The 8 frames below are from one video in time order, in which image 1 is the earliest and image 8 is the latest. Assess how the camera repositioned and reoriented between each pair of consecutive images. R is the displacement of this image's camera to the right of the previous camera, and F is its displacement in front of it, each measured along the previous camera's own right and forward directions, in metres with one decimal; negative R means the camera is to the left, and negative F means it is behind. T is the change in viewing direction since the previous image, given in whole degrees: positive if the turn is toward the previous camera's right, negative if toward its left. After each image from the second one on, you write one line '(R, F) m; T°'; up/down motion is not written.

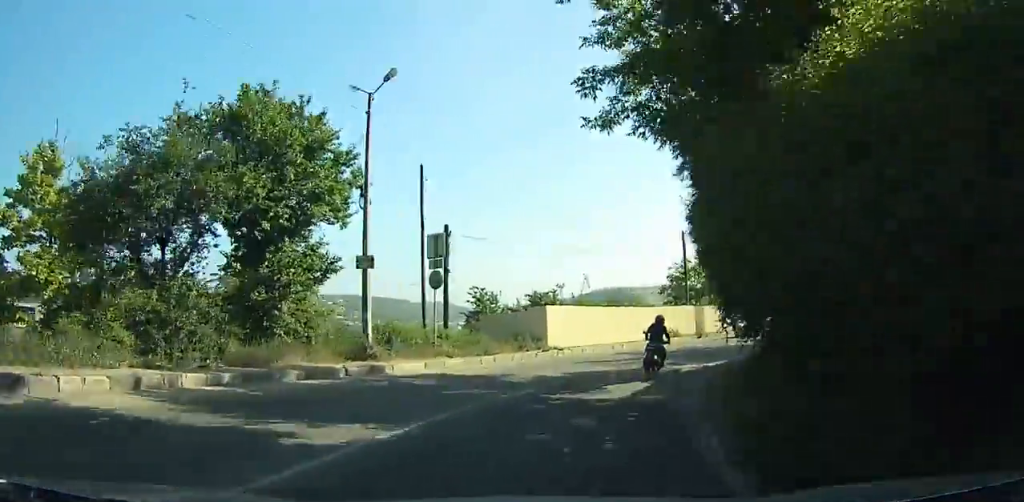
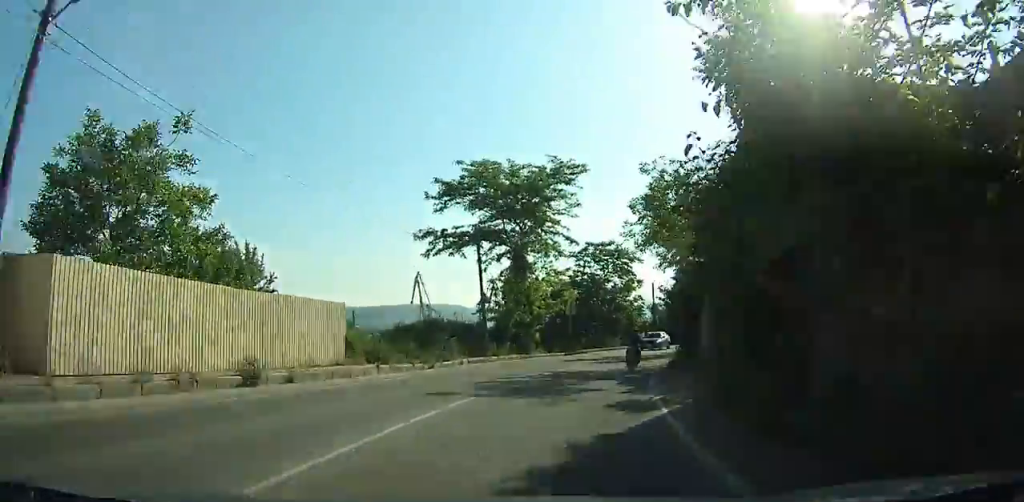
(+7.9, +24.6) m; +26°
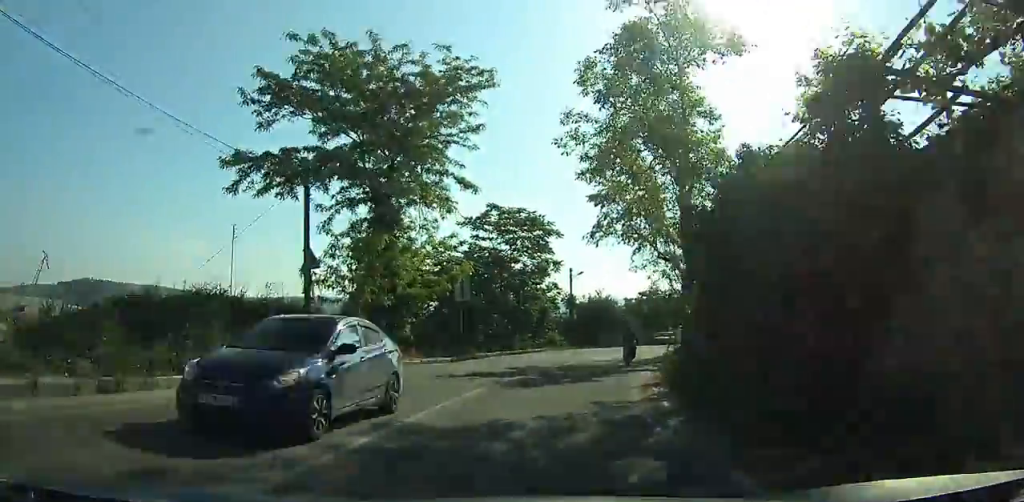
(-1.0, +13.2) m; +10°
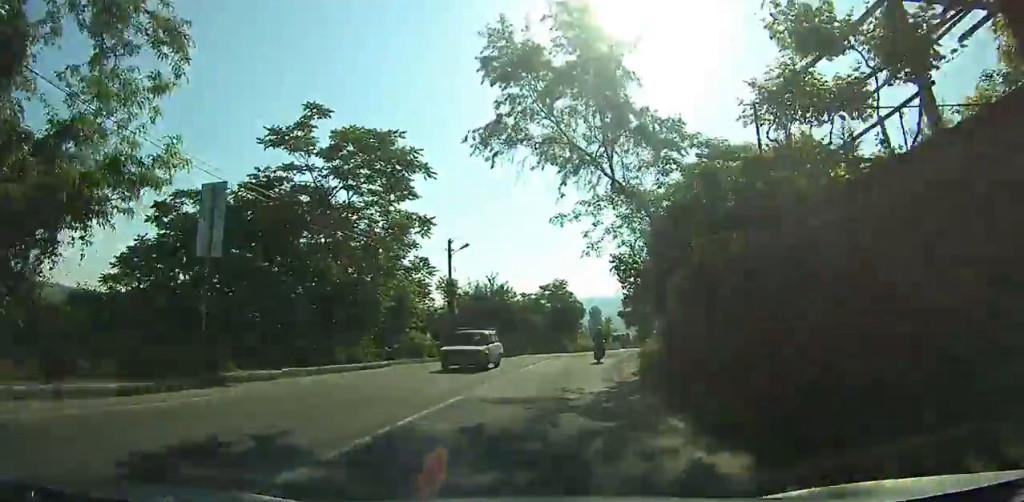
(+3.4, +16.4) m; +11°
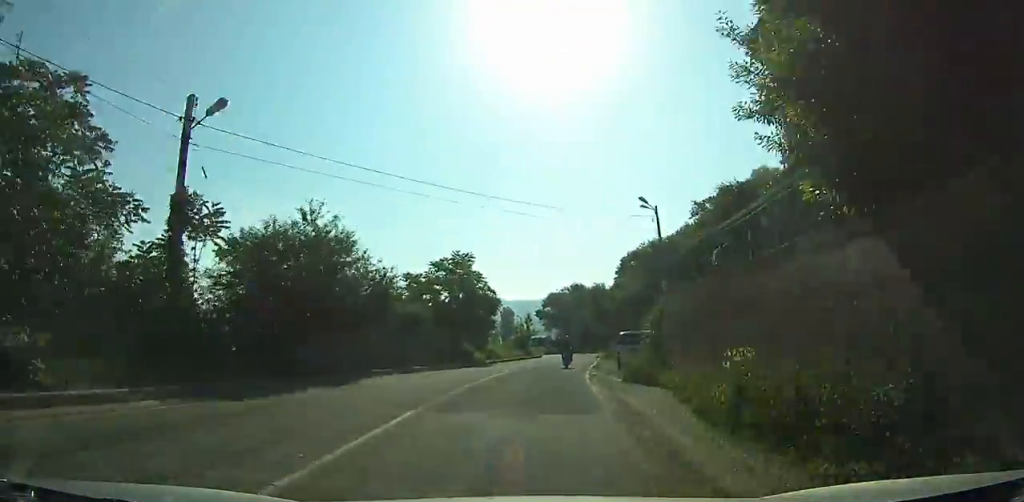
(+2.0, +21.4) m; +8°
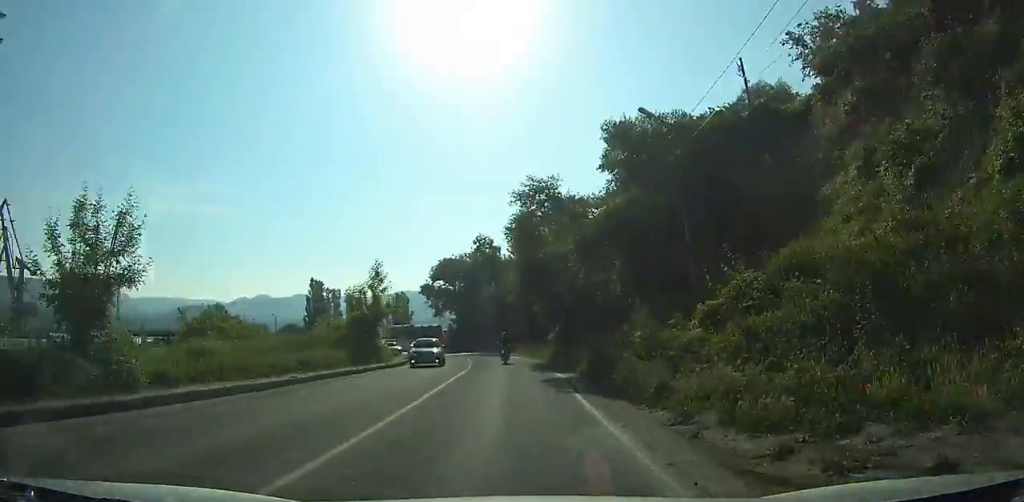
(+3.9, +42.0) m; +11°
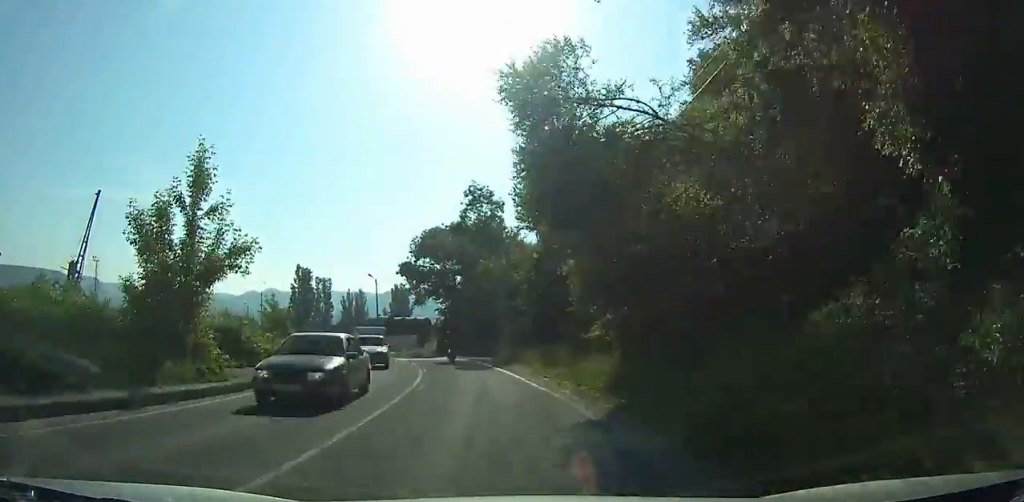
(+1.0, +20.2) m; -1°
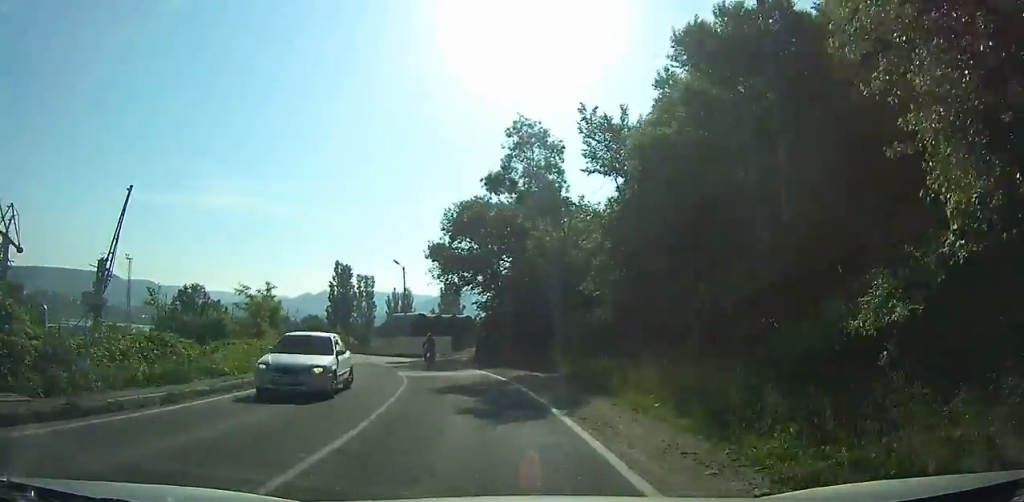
(-0.4, +13.9) m; -5°
